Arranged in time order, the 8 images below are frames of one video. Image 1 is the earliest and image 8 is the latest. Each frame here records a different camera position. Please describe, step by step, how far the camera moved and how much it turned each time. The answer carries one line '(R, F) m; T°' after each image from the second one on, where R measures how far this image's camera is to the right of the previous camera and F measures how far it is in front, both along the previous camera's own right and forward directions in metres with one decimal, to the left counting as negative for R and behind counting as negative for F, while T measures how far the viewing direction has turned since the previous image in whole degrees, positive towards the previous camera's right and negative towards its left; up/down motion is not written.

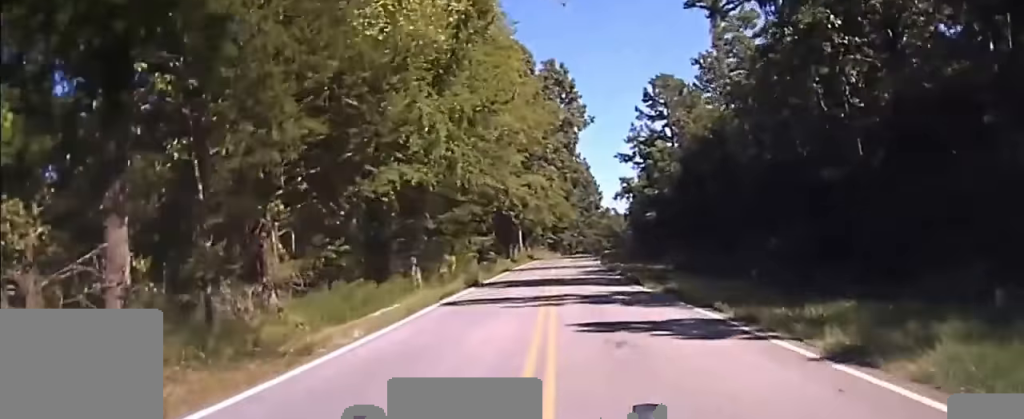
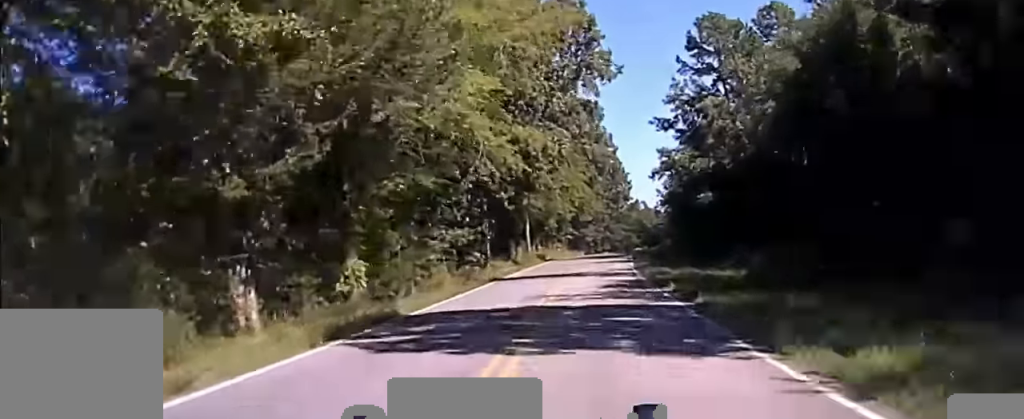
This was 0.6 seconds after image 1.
(-0.4, +23.8) m; -1°
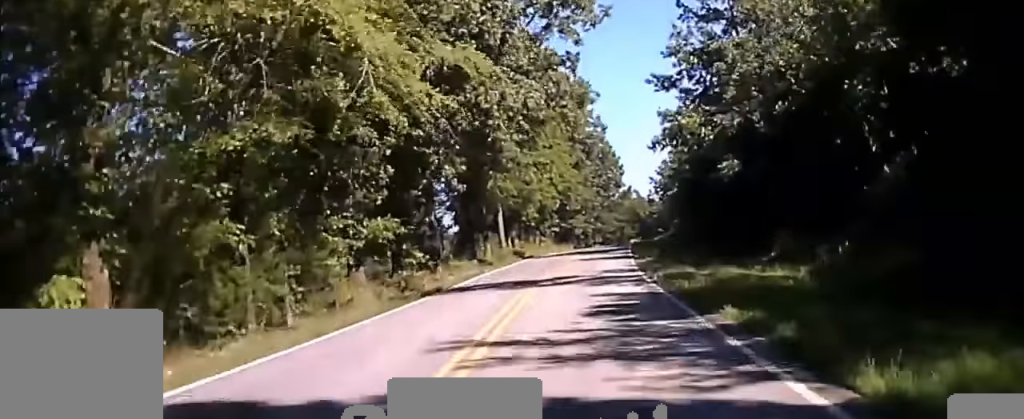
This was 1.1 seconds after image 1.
(-0.2, +15.9) m; 0°
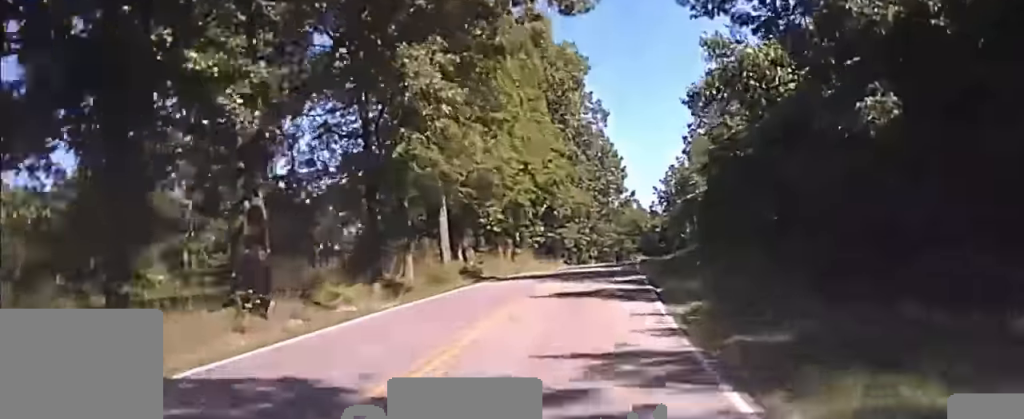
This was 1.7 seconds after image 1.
(0.0, +19.1) m; 0°
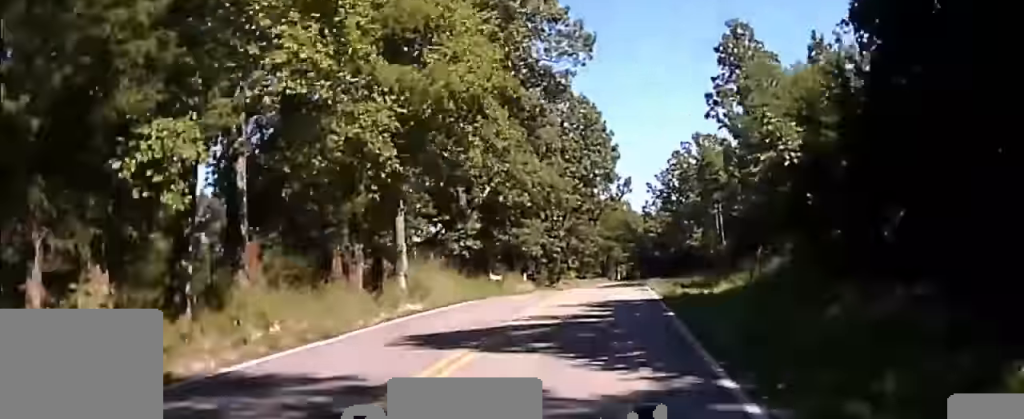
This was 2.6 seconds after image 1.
(+0.1, +26.7) m; +1°
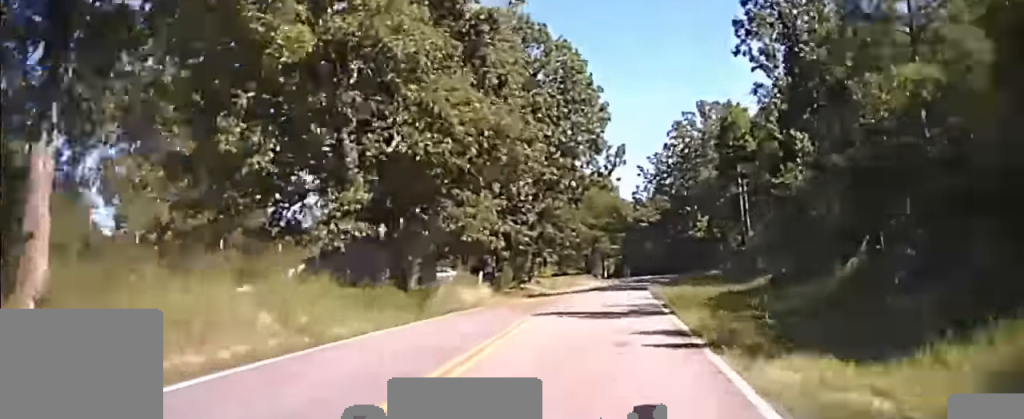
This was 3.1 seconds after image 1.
(0.0, +13.2) m; 0°
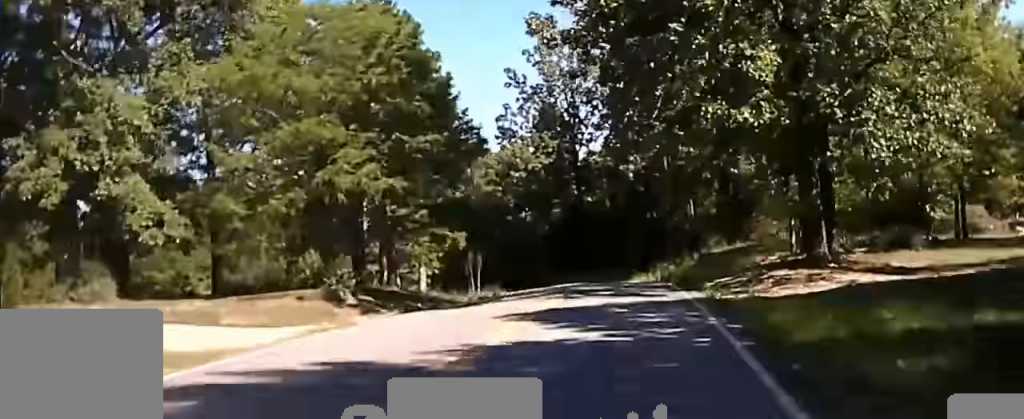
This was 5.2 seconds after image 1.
(+1.9, +49.4) m; +7°
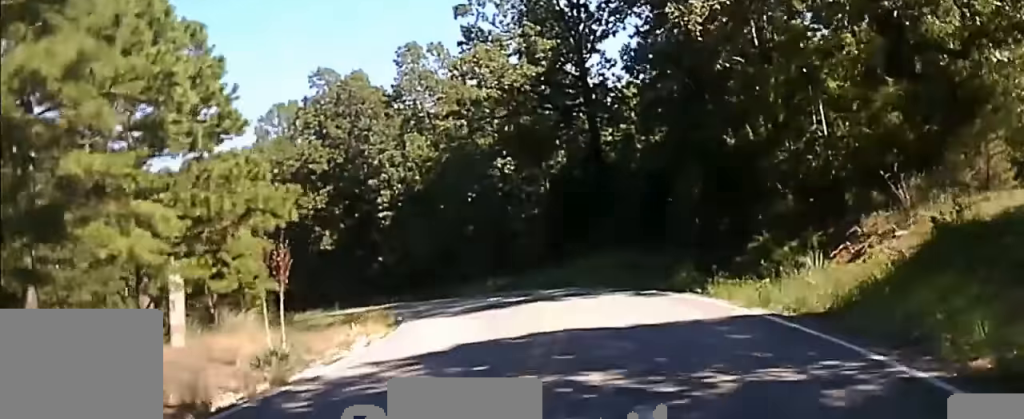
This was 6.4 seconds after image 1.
(+0.6, +31.0) m; -4°
